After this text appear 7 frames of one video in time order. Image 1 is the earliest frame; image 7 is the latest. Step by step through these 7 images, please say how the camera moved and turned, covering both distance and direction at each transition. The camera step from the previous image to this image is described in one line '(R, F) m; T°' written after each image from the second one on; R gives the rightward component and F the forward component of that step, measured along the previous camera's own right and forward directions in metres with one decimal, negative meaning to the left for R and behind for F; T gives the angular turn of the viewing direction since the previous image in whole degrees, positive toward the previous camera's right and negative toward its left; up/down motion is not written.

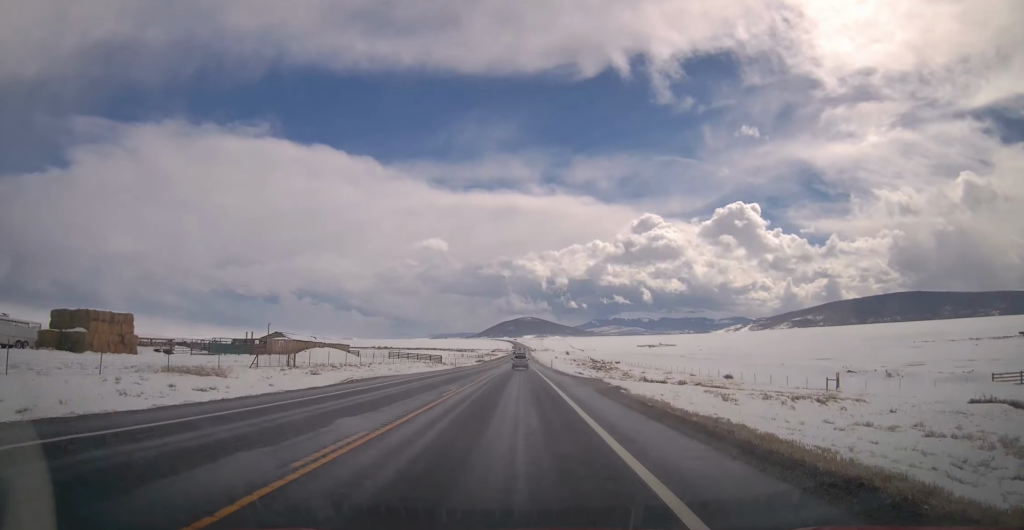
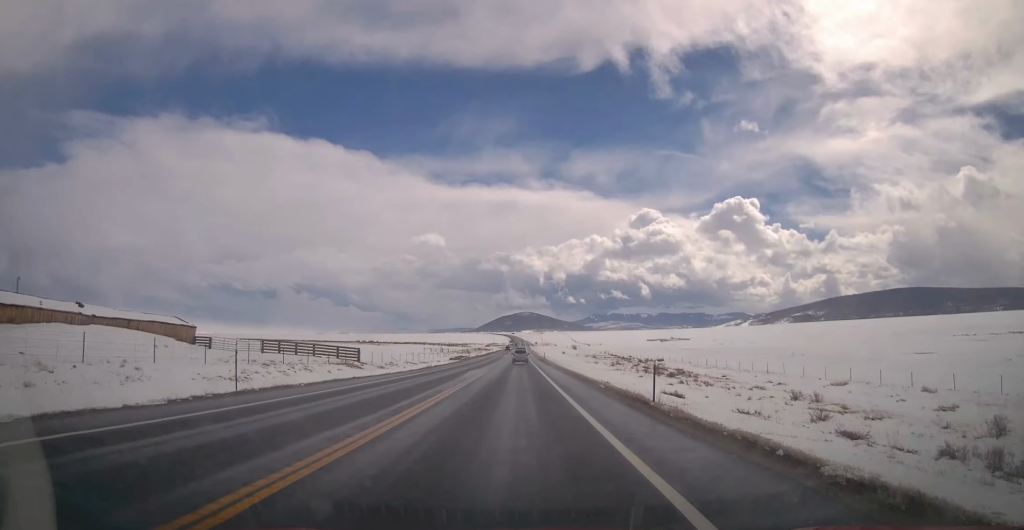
(-1.0, +57.4) m; -1°
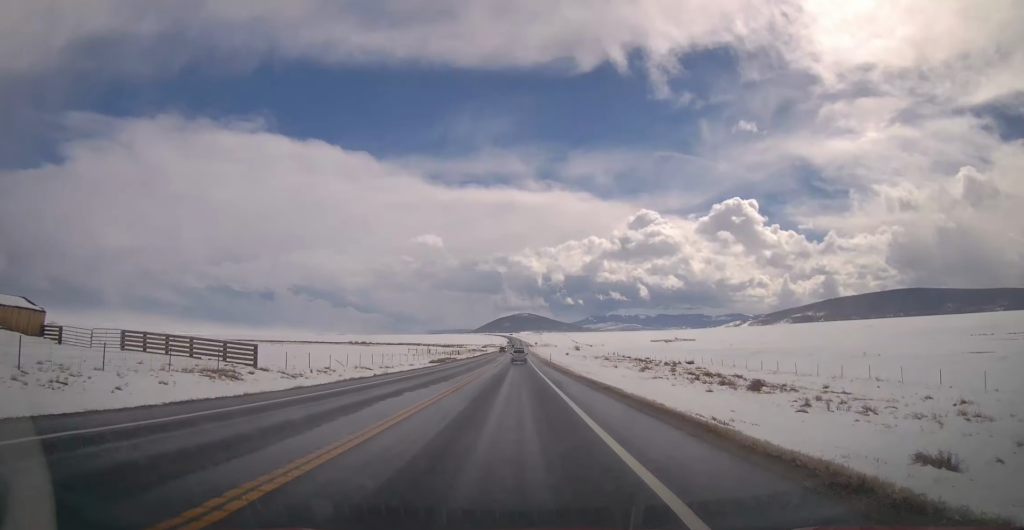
(+0.1, +22.6) m; 0°
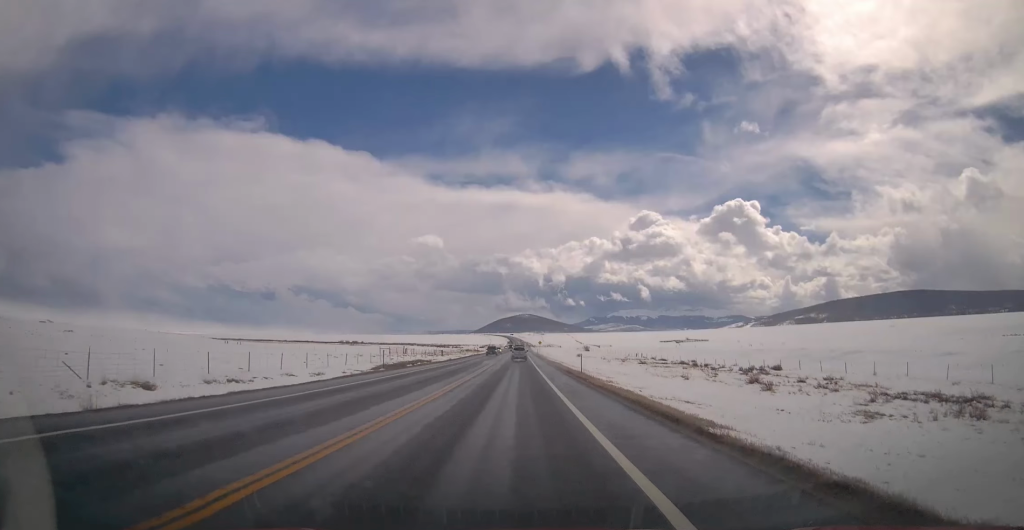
(+0.4, +35.0) m; +1°
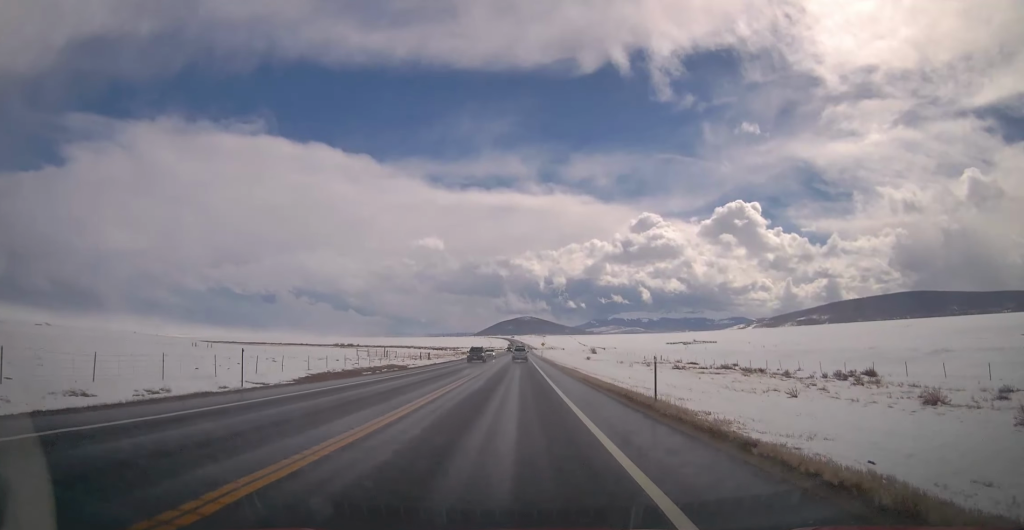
(0.0, +18.9) m; 0°
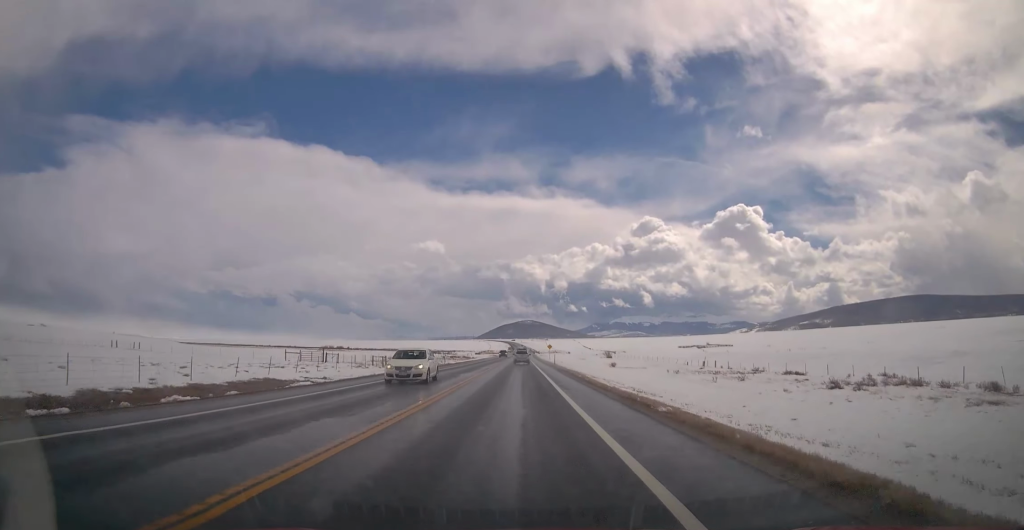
(0.0, +34.5) m; 0°
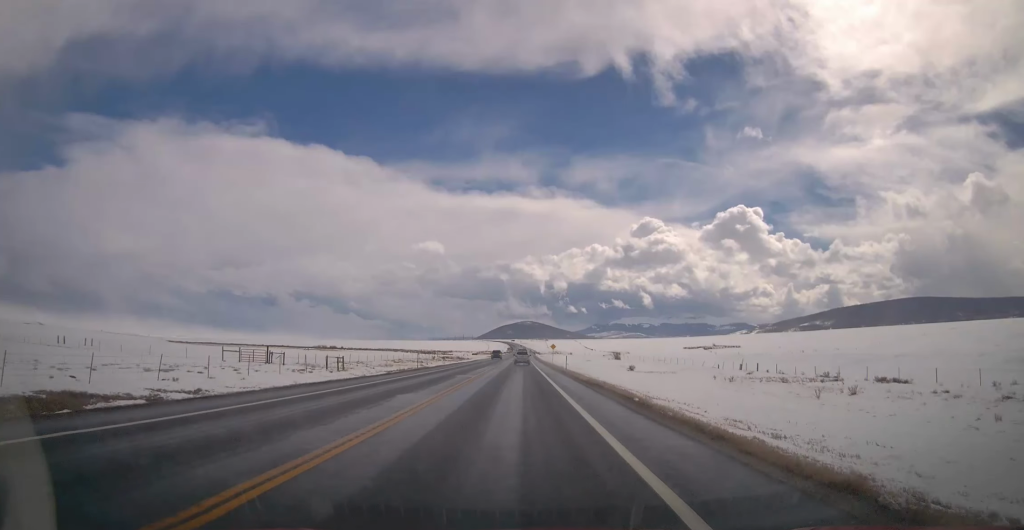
(0.0, +17.8) m; 0°
